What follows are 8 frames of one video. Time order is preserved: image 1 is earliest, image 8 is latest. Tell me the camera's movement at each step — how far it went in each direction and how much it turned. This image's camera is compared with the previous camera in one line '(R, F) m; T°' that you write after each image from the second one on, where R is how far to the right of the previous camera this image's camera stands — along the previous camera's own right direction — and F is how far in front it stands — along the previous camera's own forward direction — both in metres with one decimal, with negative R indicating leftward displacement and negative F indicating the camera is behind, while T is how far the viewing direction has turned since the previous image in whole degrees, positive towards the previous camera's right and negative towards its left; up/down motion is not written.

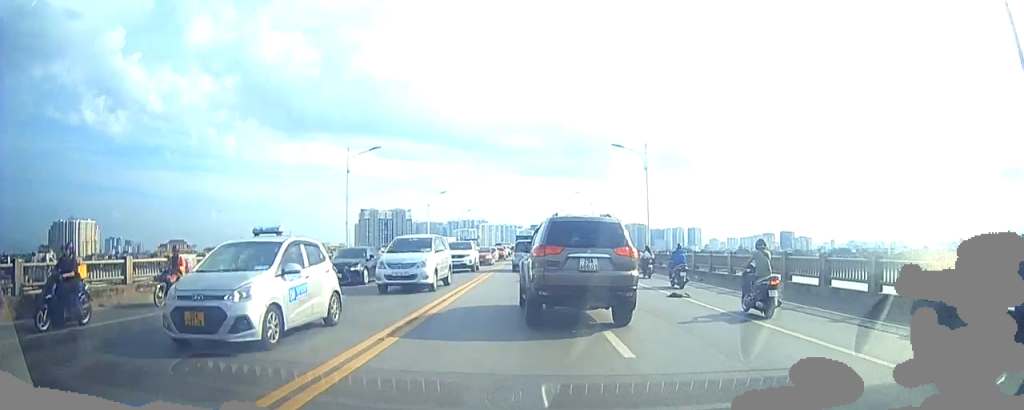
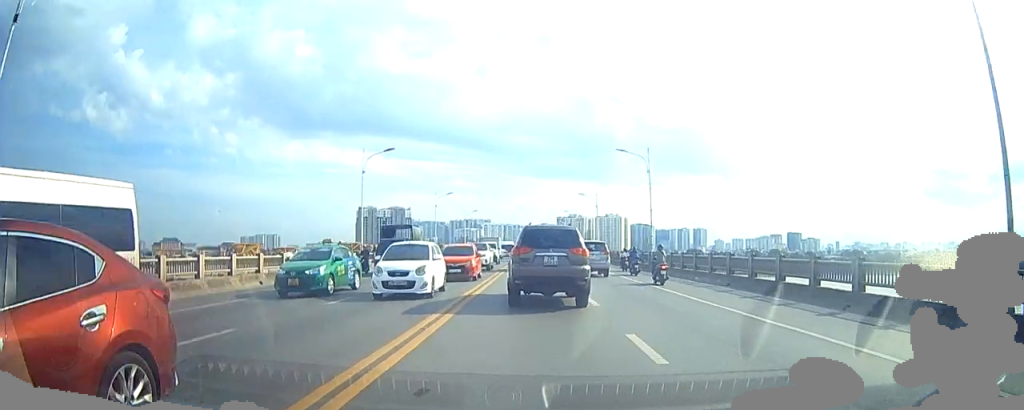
(0.0, +27.5) m; 0°
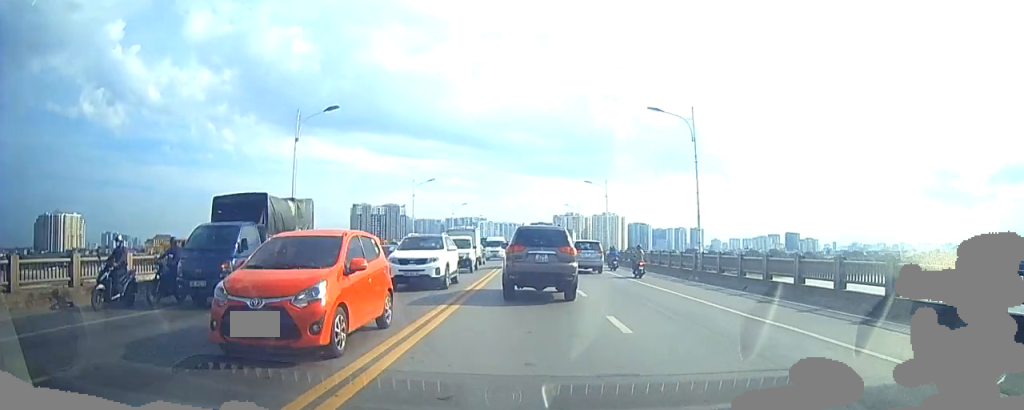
(0.0, +10.4) m; 0°
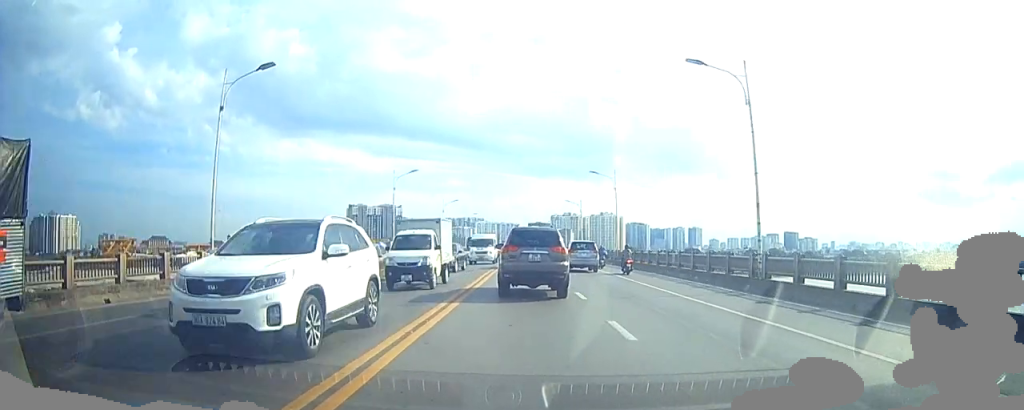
(0.0, +7.9) m; 0°
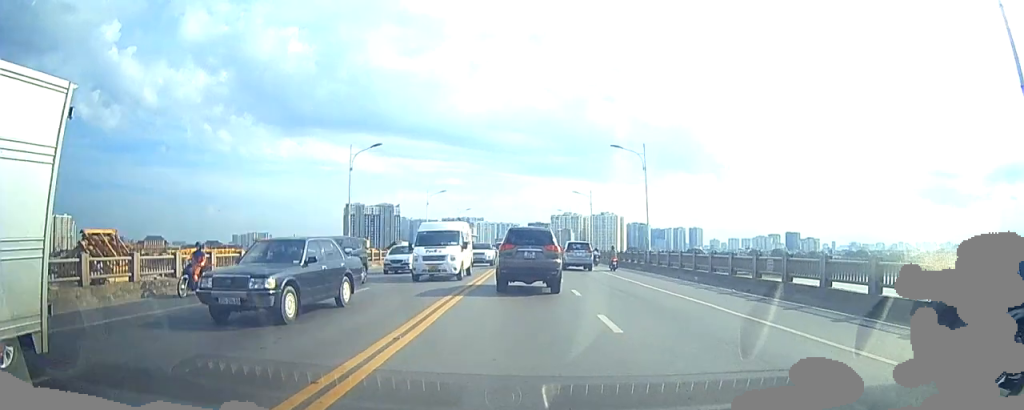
(0.0, +13.0) m; 0°
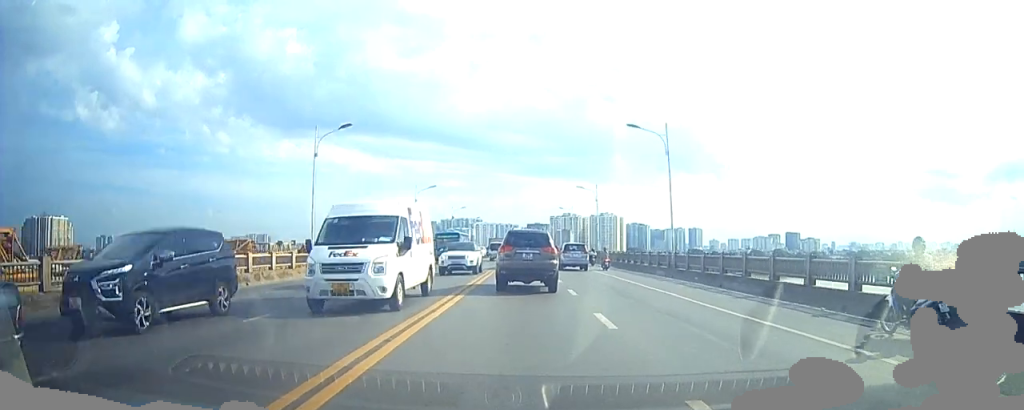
(0.0, +6.7) m; -1°
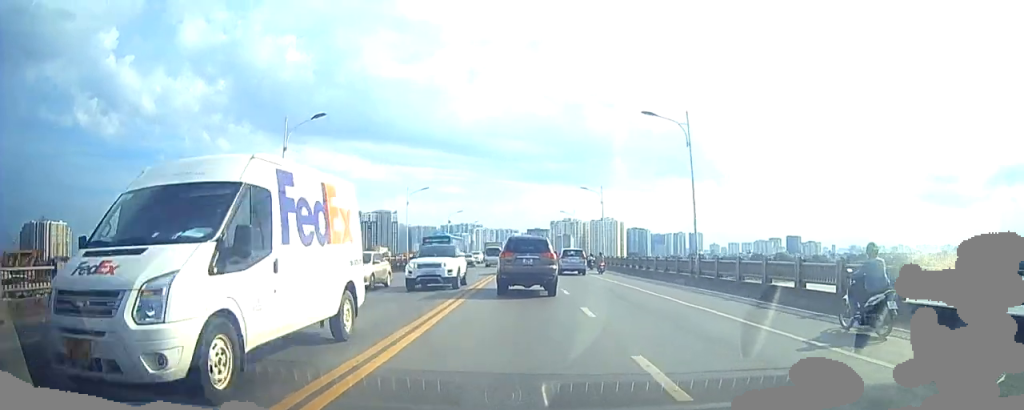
(0.0, +4.5) m; 0°
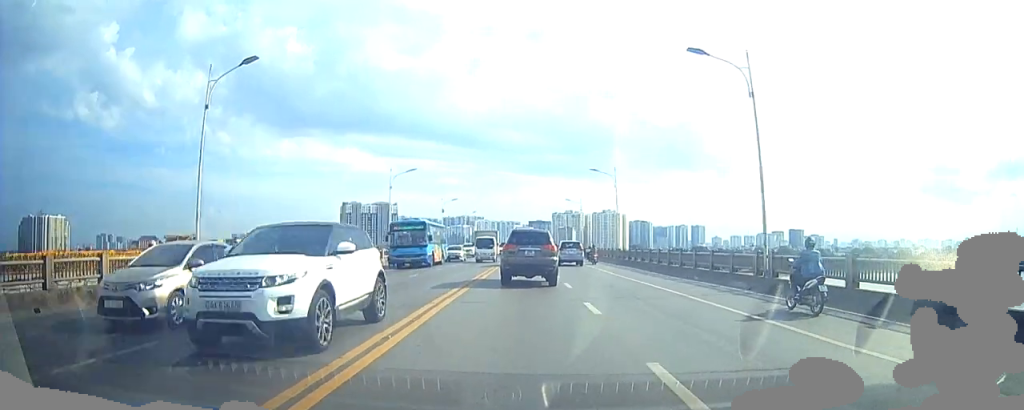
(-0.1, +7.0) m; -2°
